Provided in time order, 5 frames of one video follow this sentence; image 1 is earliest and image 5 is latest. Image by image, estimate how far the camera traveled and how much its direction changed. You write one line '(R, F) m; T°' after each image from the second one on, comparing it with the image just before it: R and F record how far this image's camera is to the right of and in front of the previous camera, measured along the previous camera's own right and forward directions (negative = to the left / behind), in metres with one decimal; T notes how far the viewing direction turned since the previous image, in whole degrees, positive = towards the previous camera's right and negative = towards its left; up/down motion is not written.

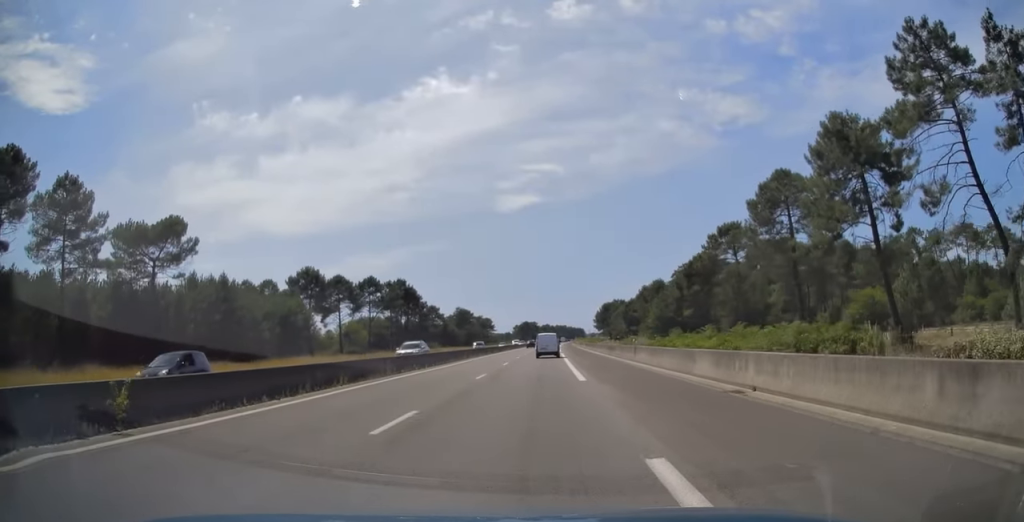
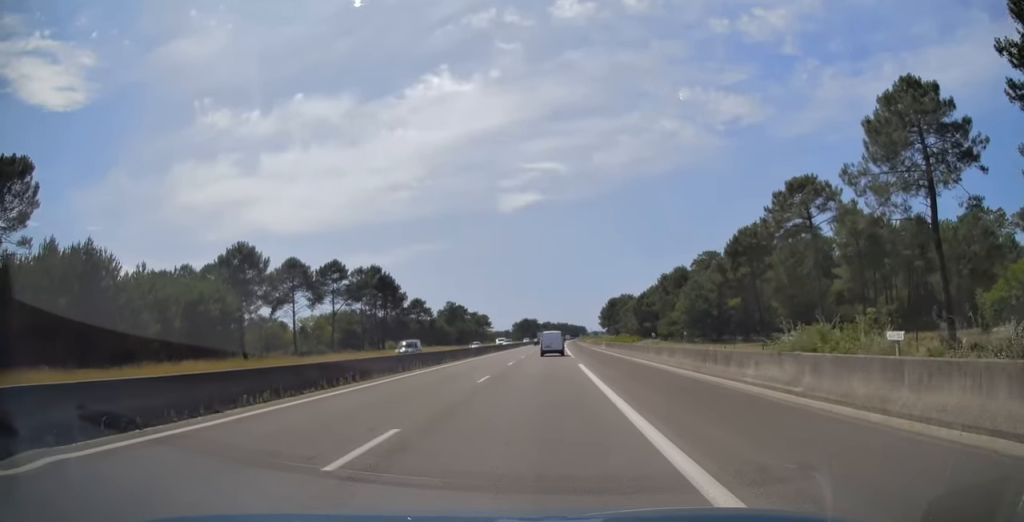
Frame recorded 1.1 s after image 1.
(0.0, +28.4) m; +1°
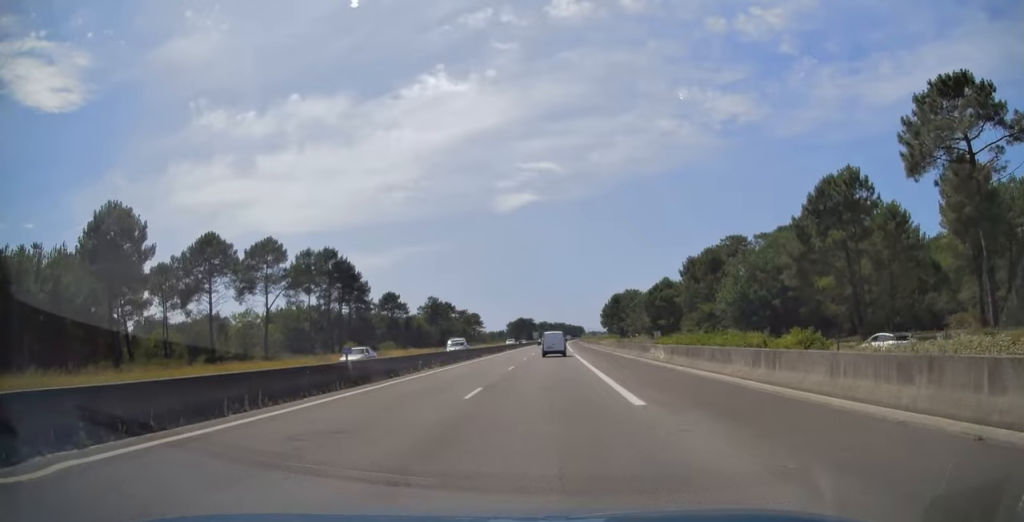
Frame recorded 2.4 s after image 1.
(+0.3, +31.0) m; +1°
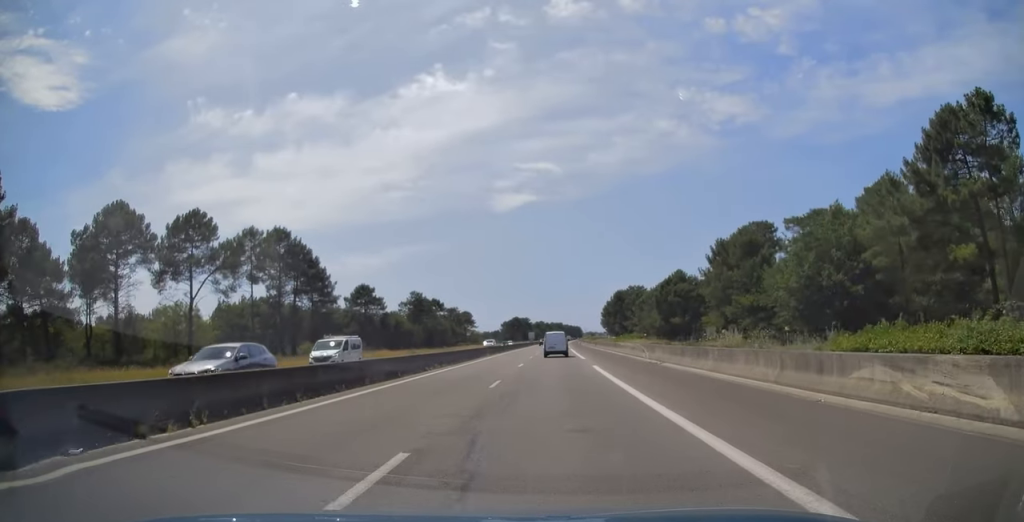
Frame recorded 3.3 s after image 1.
(0.0, +22.6) m; +1°
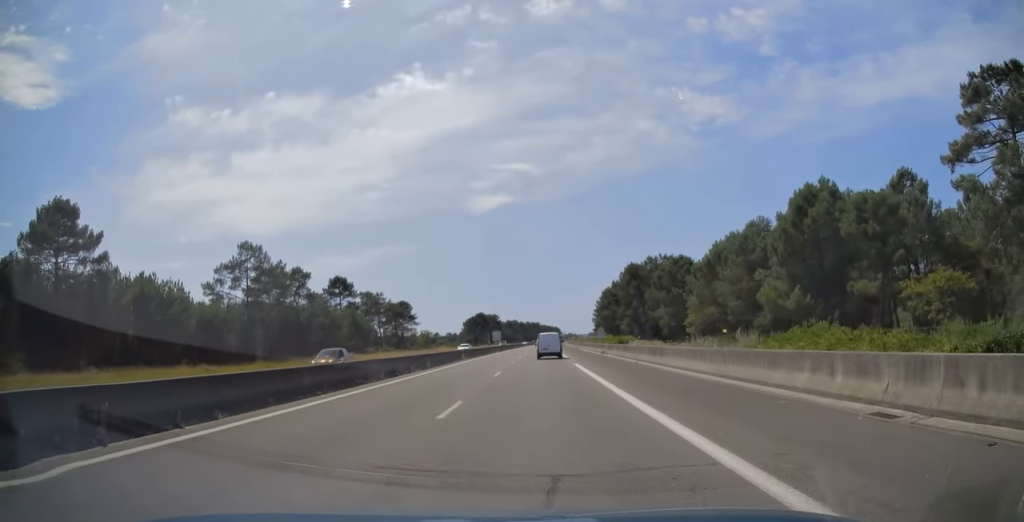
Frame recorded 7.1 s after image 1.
(+1.0, +97.3) m; +2°
